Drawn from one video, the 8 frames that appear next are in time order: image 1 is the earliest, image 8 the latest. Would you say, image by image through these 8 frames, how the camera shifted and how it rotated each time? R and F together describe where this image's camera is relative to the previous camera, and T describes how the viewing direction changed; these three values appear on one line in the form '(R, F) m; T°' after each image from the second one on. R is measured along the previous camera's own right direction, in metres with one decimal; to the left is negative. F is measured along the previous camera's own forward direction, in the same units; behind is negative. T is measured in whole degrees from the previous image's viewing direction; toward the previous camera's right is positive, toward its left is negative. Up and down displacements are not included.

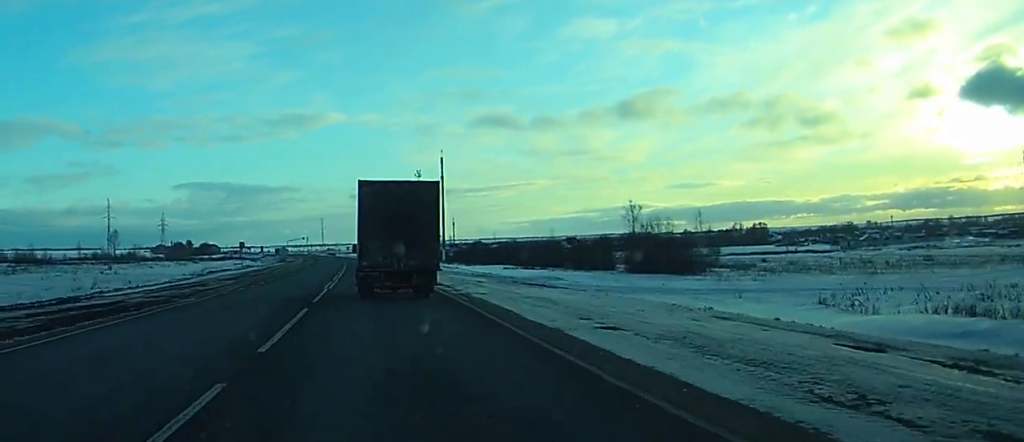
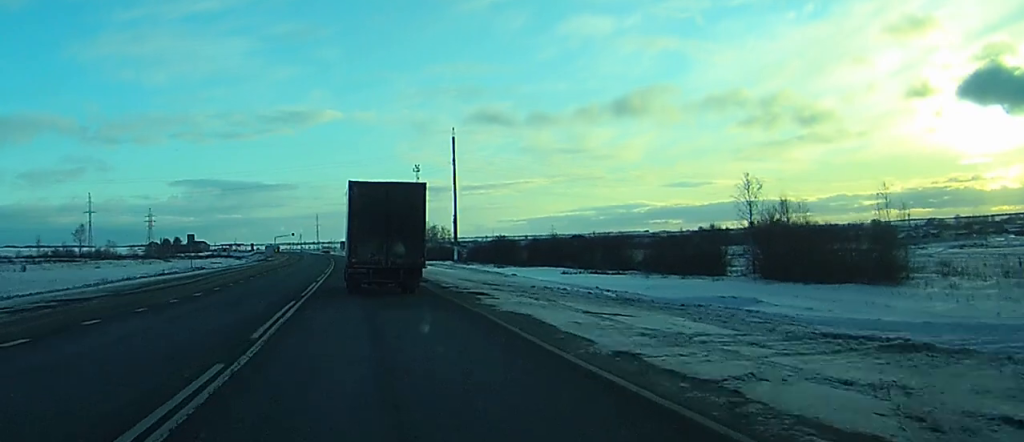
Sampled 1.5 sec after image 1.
(-0.3, +32.1) m; 0°
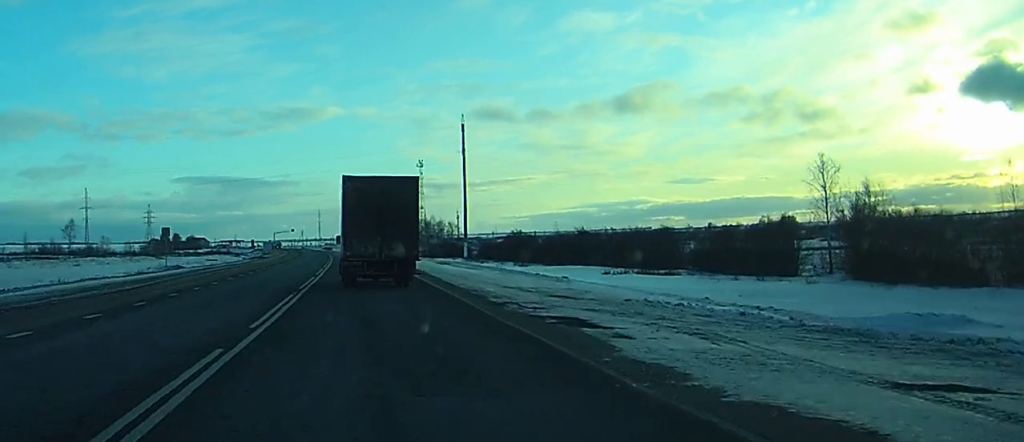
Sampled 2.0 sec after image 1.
(0.0, +11.7) m; 0°
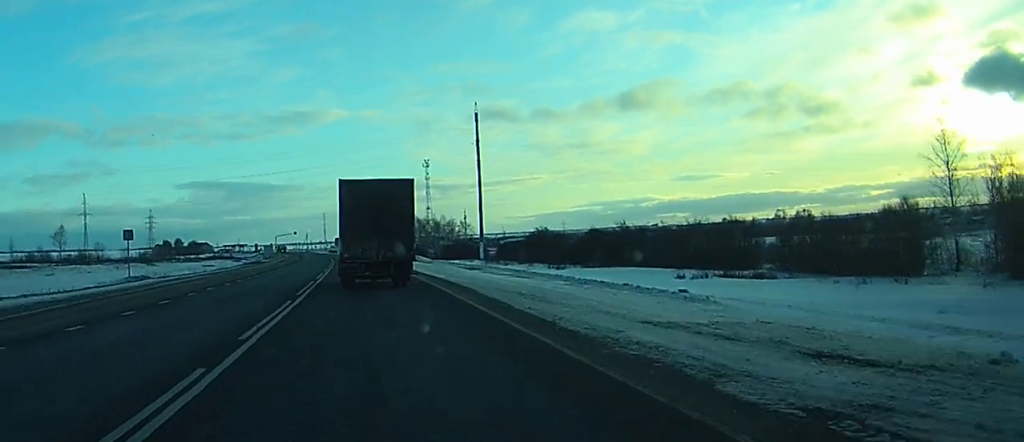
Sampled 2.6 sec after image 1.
(0.0, +13.2) m; 0°
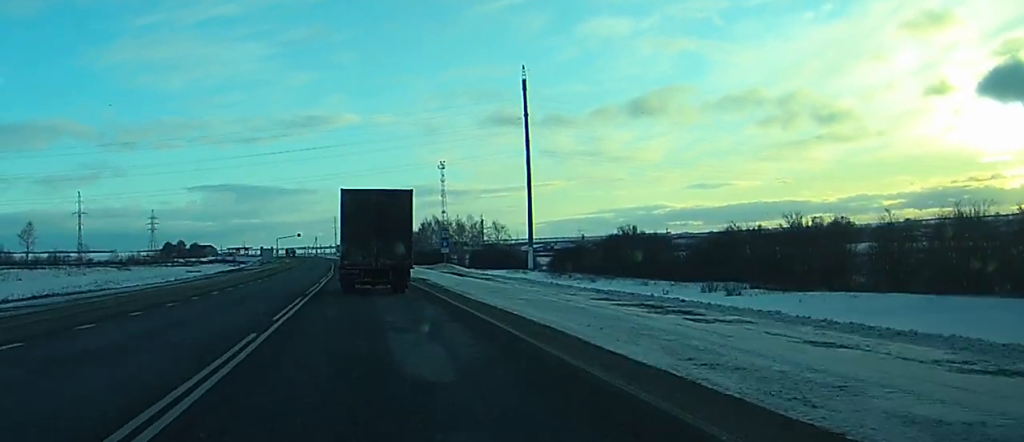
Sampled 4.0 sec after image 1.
(-0.3, +31.5) m; -1°
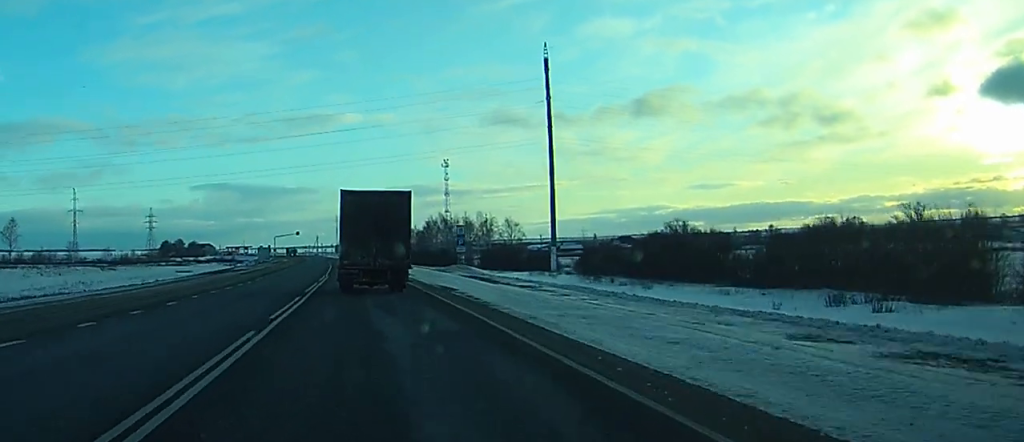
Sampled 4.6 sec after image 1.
(0.0, +11.7) m; 0°
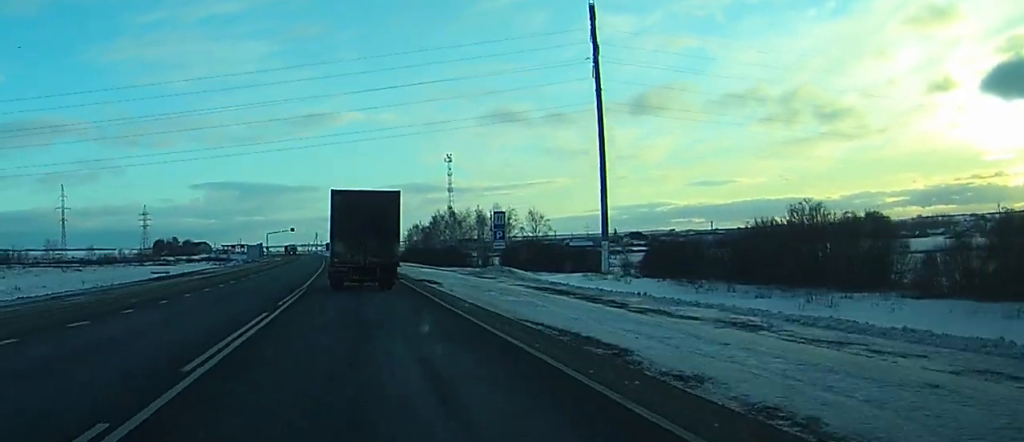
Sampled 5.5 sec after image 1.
(0.0, +19.9) m; 0°
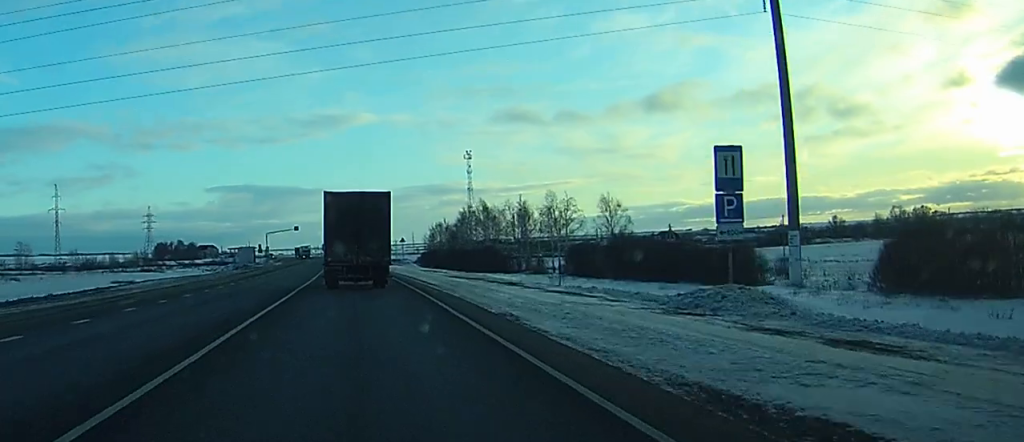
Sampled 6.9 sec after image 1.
(0.0, +31.7) m; -1°
